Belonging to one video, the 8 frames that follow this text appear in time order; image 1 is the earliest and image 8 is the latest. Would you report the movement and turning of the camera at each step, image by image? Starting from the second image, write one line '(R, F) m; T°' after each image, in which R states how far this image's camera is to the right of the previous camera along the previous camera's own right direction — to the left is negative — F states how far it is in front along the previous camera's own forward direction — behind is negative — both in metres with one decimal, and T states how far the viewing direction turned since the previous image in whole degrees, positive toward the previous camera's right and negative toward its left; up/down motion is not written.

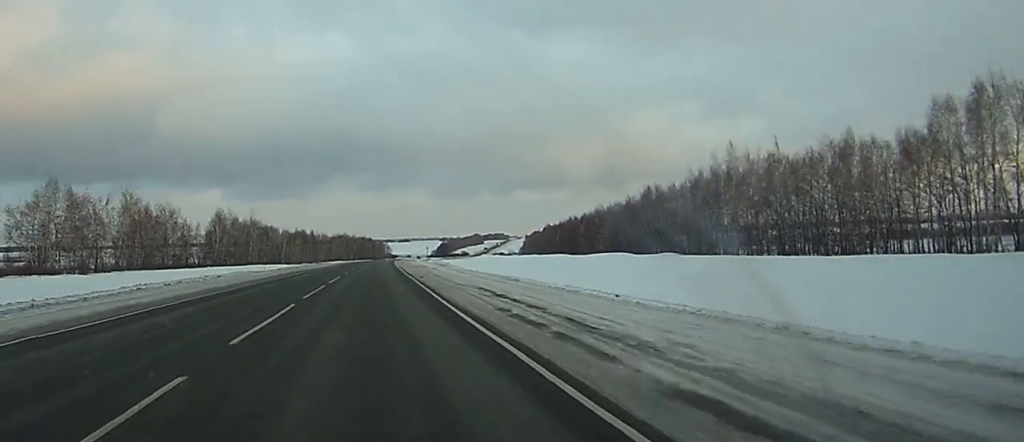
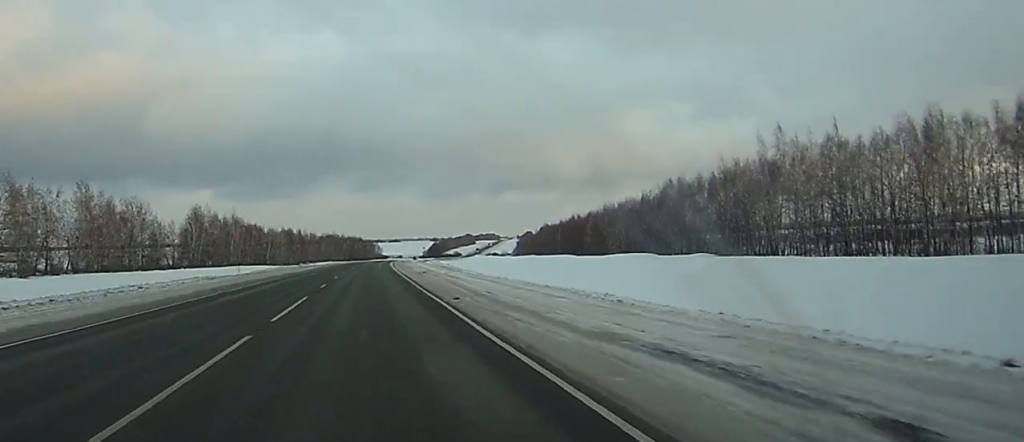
(+0.1, +19.3) m; 0°
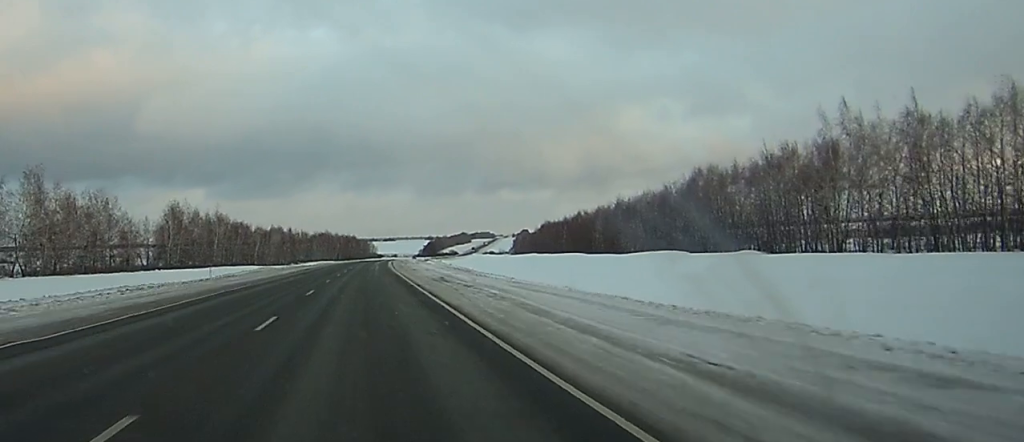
(0.0, +18.3) m; 0°
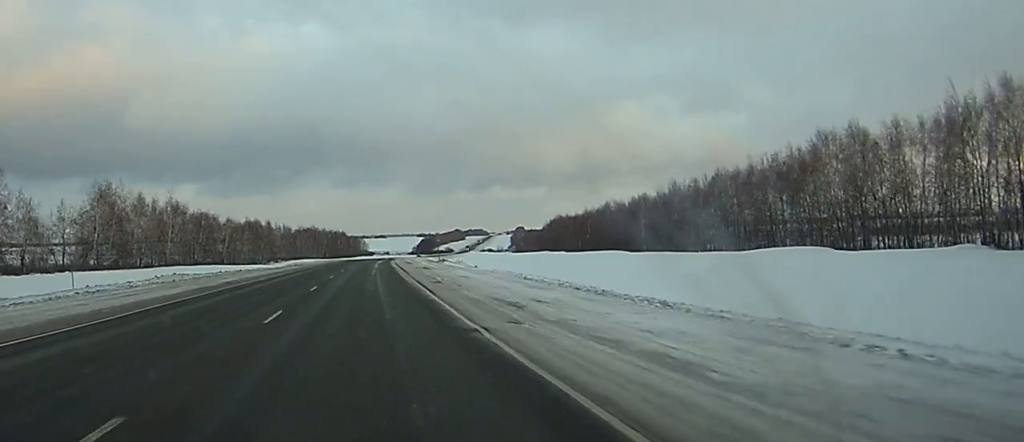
(+0.5, +46.3) m; +1°
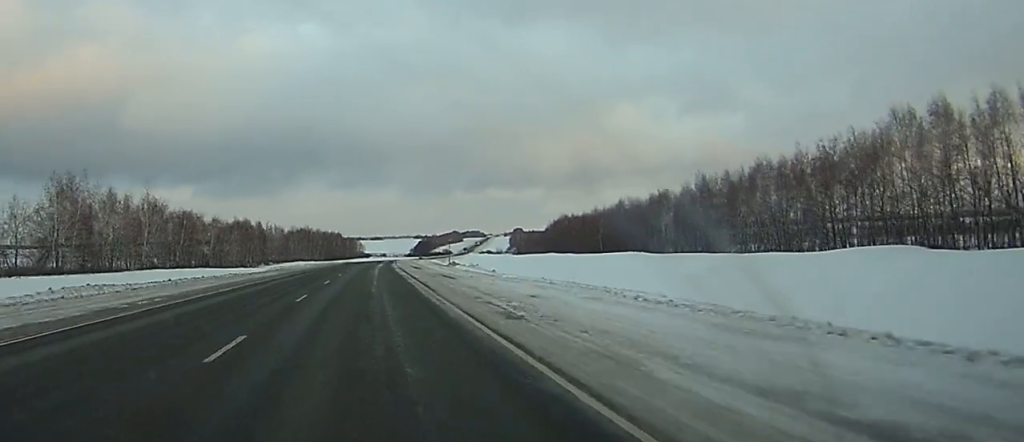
(+0.1, +17.6) m; 0°
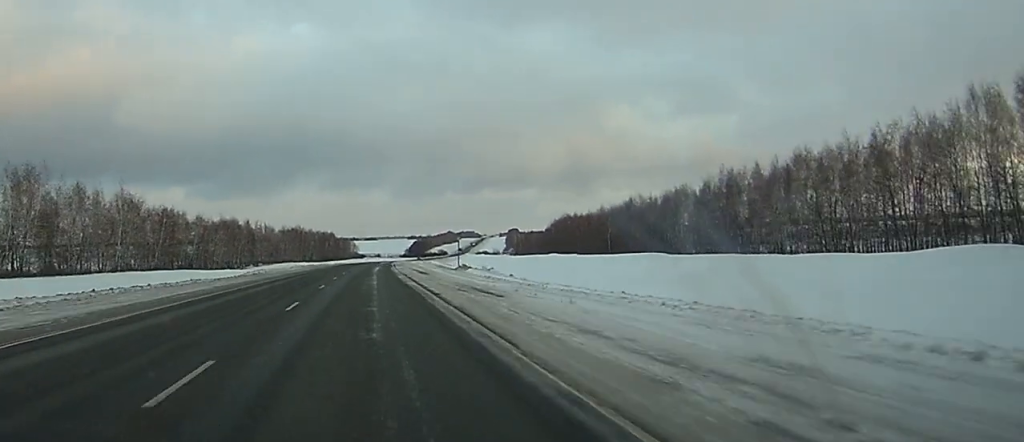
(0.0, +14.6) m; 0°
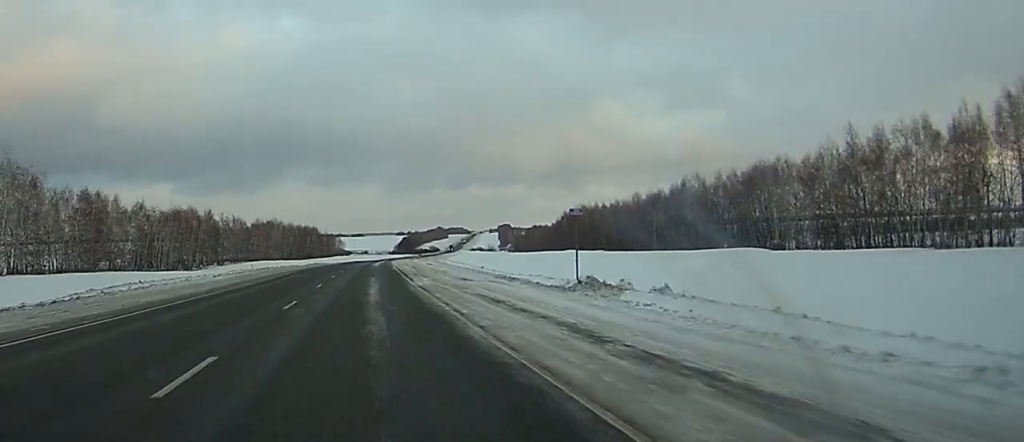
(+0.3, +47.2) m; +1°
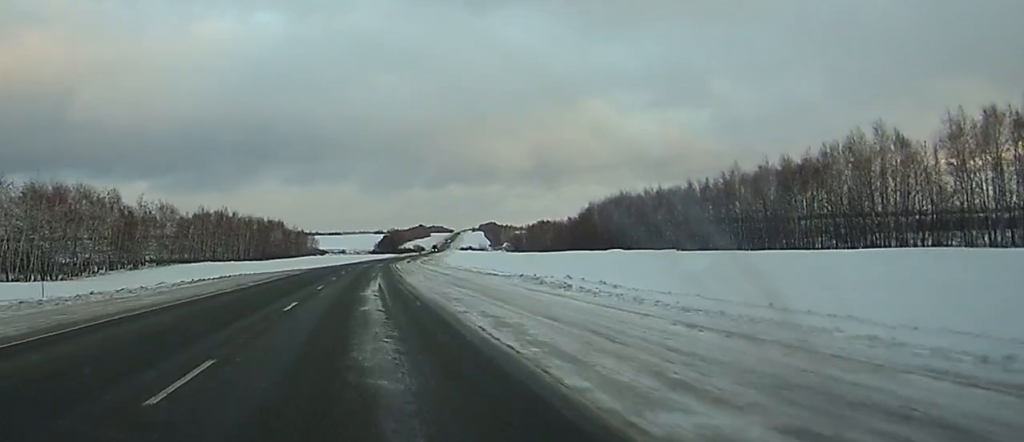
(+0.7, +72.1) m; +1°
